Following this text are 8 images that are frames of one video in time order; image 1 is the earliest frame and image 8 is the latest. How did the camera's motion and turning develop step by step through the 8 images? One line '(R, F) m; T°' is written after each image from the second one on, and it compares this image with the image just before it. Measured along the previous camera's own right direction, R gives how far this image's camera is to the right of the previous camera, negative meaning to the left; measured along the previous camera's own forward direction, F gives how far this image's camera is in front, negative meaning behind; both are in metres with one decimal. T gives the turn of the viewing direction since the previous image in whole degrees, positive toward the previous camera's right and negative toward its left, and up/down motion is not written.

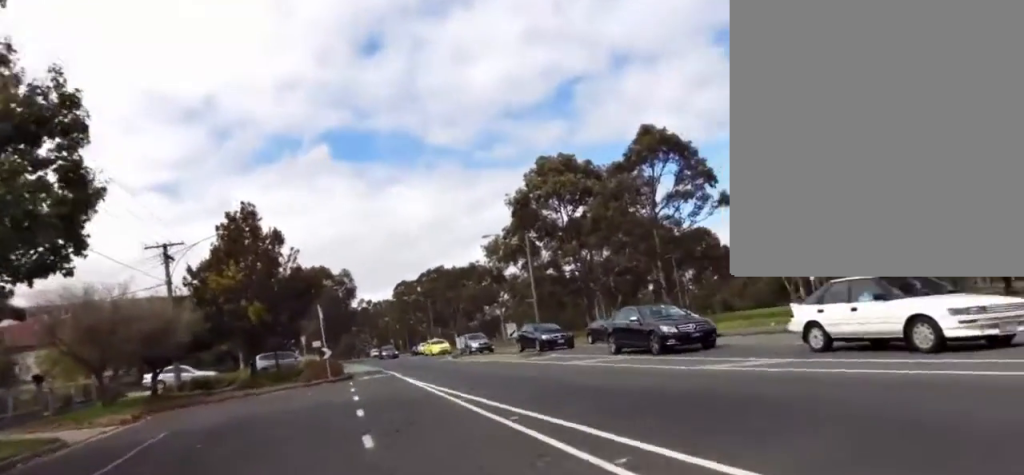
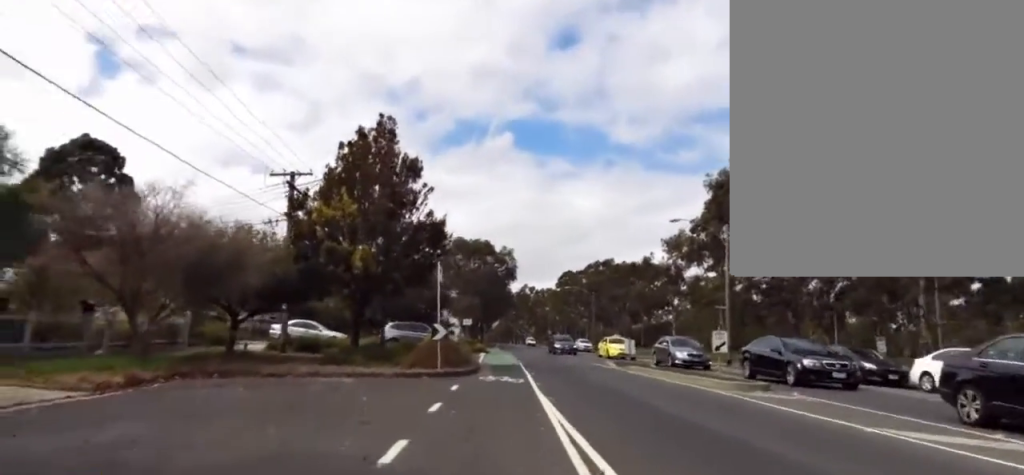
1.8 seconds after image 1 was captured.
(-1.7, +9.2) m; -9°
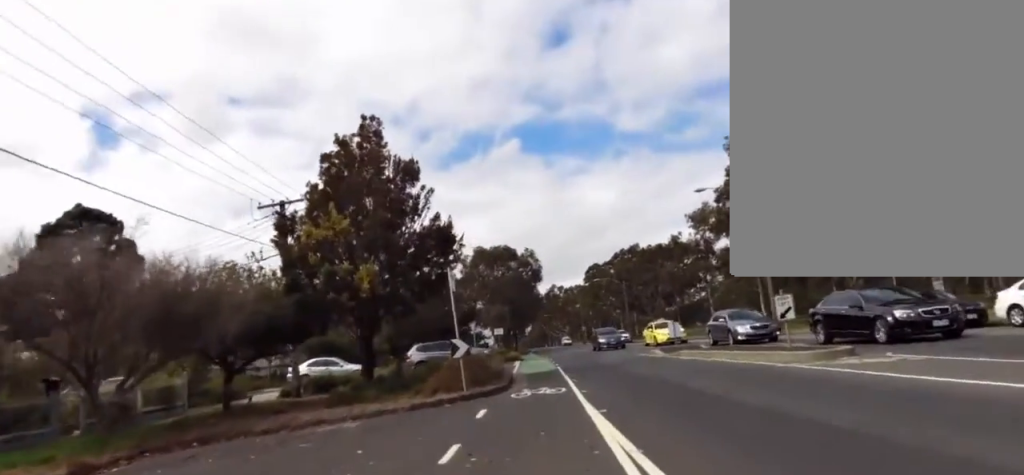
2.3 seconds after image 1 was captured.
(+0.6, +2.3) m; 0°
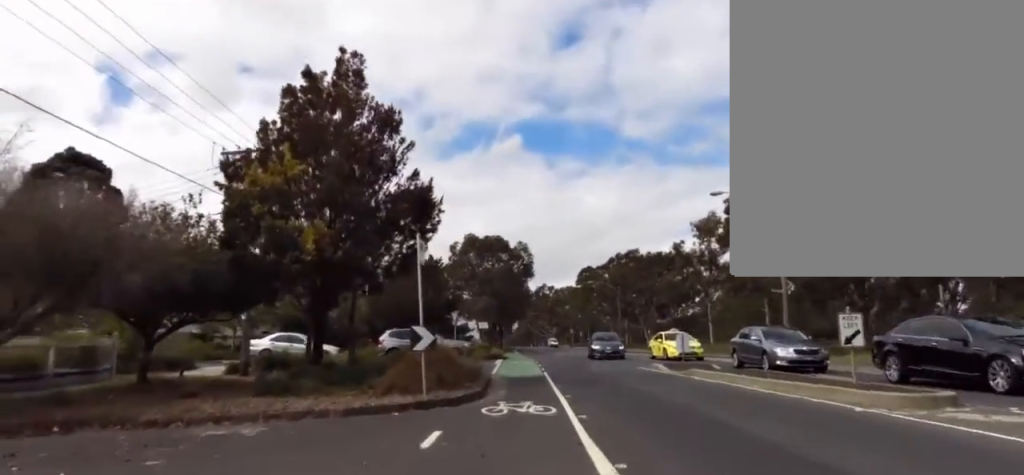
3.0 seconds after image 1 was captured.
(-0.1, +3.4) m; +2°
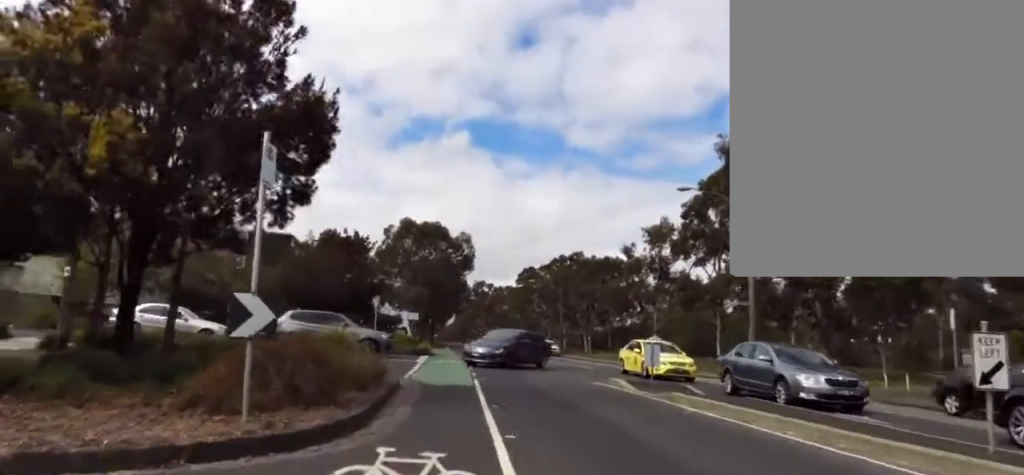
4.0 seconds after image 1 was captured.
(-0.1, +4.6) m; +2°
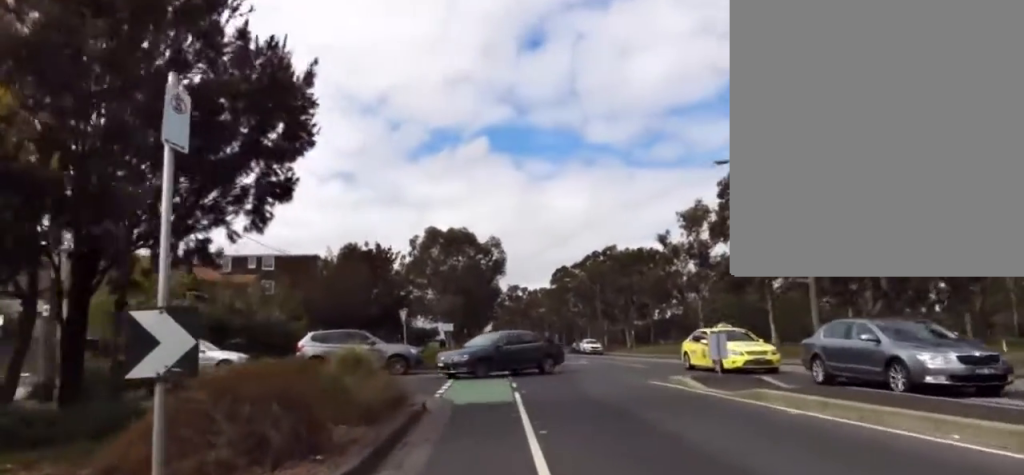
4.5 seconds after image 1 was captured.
(+0.8, +1.9) m; -1°
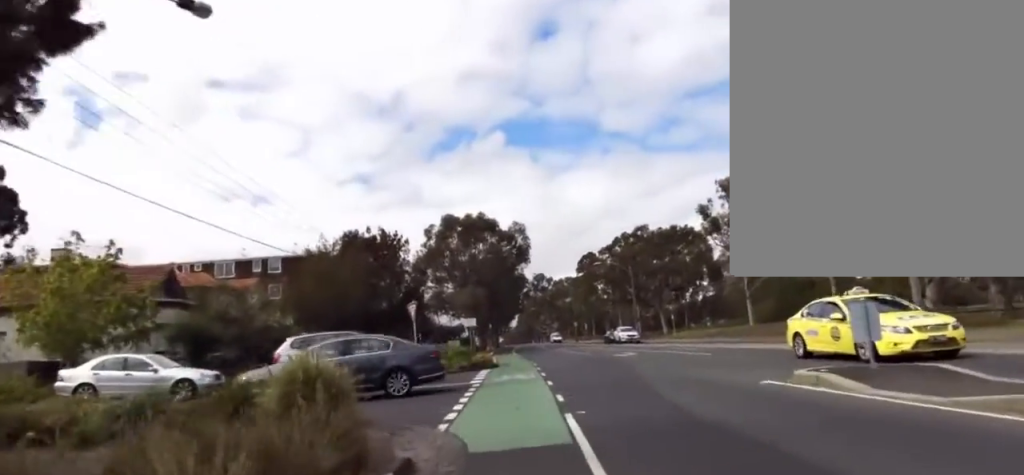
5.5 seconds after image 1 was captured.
(-1.5, +4.5) m; -21°
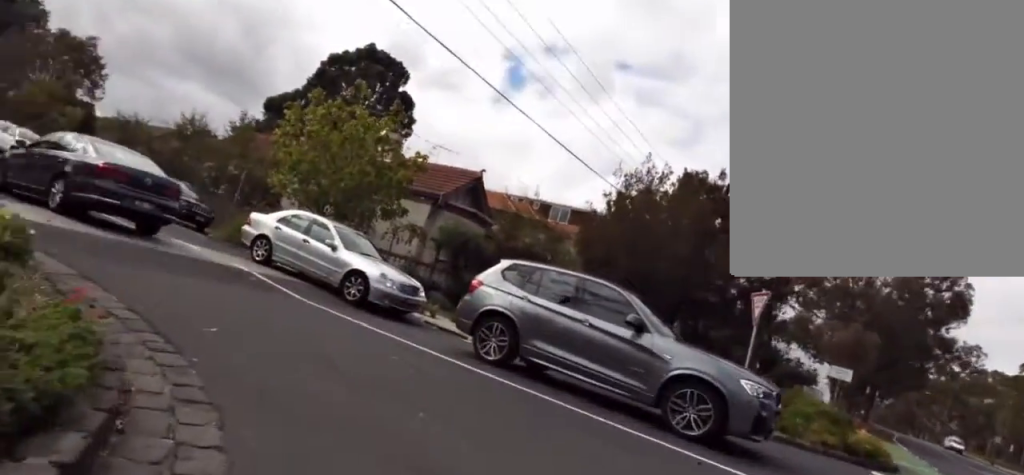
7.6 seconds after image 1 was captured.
(-4.6, +8.0) m; -61°
